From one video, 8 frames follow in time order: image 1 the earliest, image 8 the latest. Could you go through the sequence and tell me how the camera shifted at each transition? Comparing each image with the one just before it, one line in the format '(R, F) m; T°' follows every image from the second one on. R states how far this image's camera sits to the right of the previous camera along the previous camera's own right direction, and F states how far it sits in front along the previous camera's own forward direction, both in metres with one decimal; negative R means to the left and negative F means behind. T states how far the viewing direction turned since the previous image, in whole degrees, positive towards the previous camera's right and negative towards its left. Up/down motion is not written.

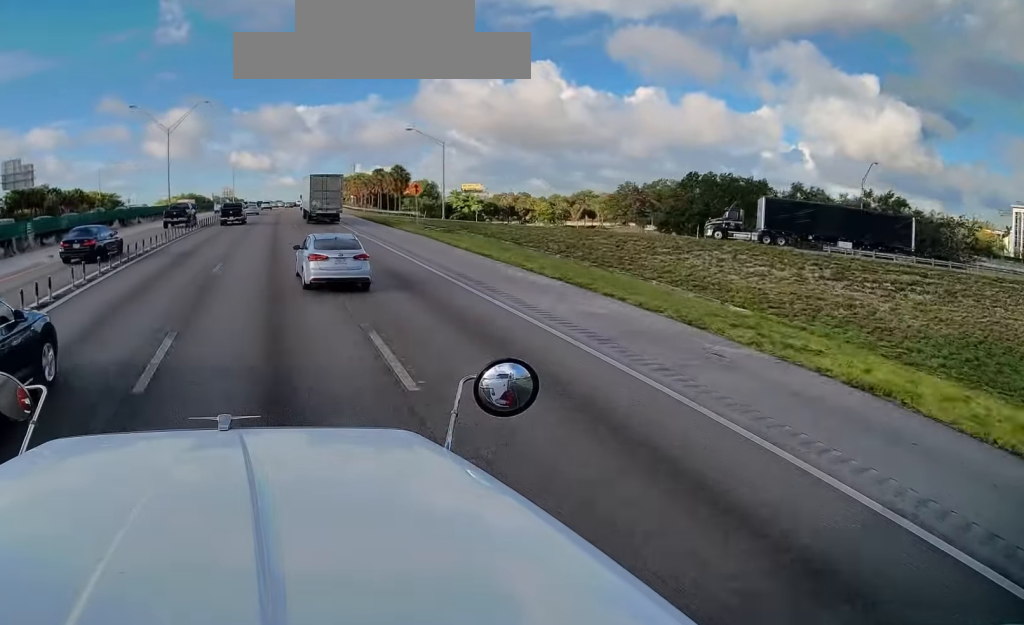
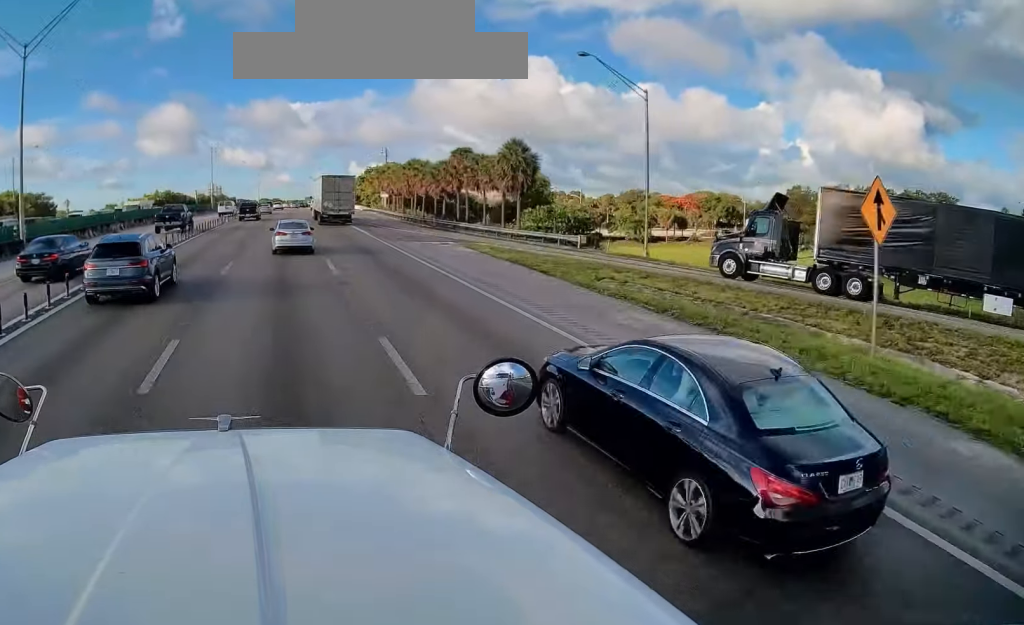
(+0.5, +48.4) m; +1°
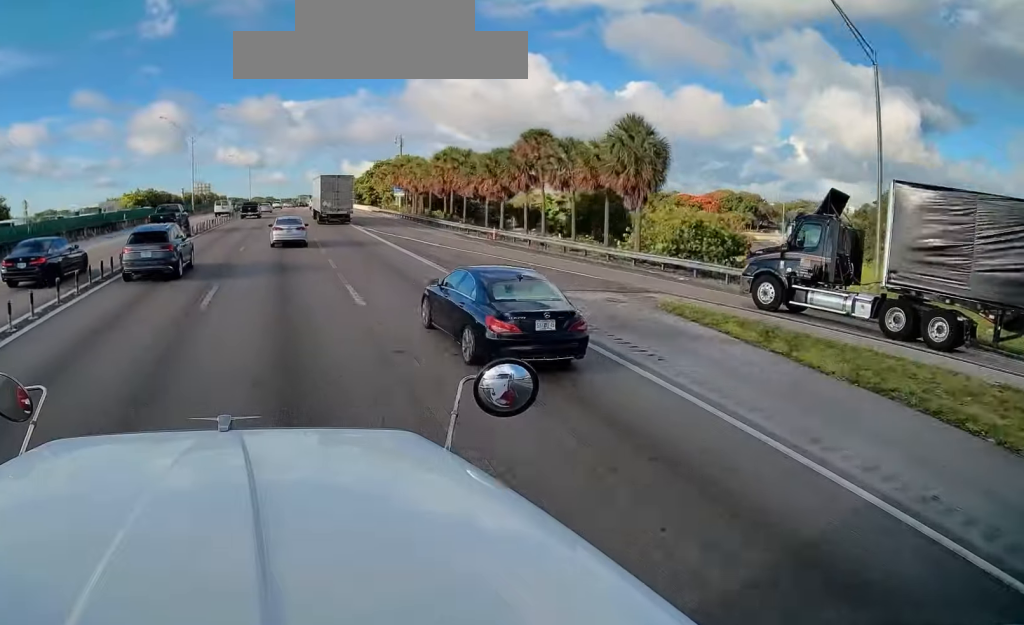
(-0.3, +18.2) m; 0°
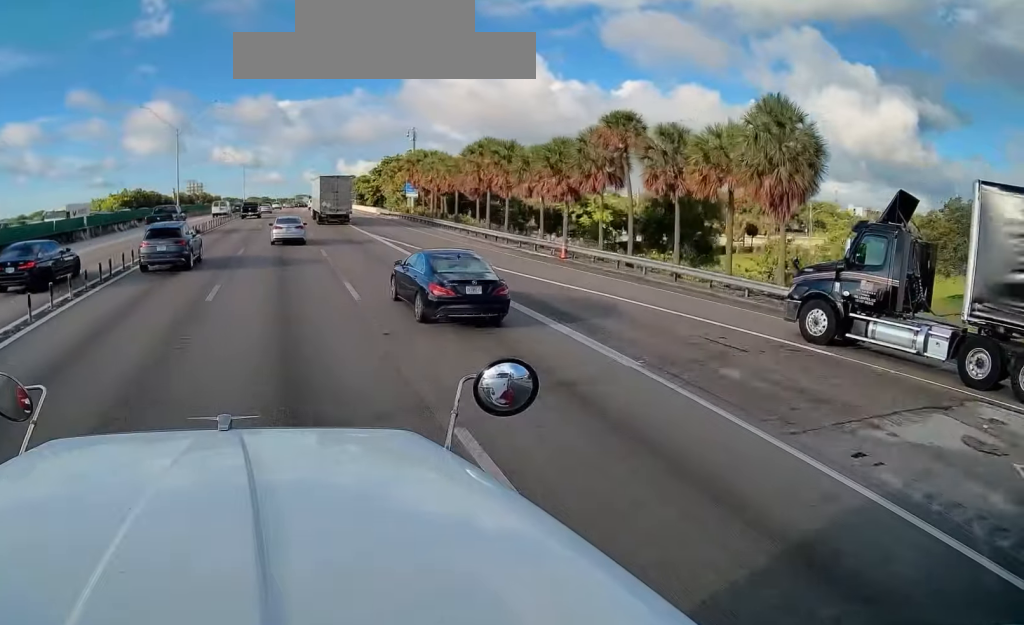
(+0.2, +11.0) m; +1°
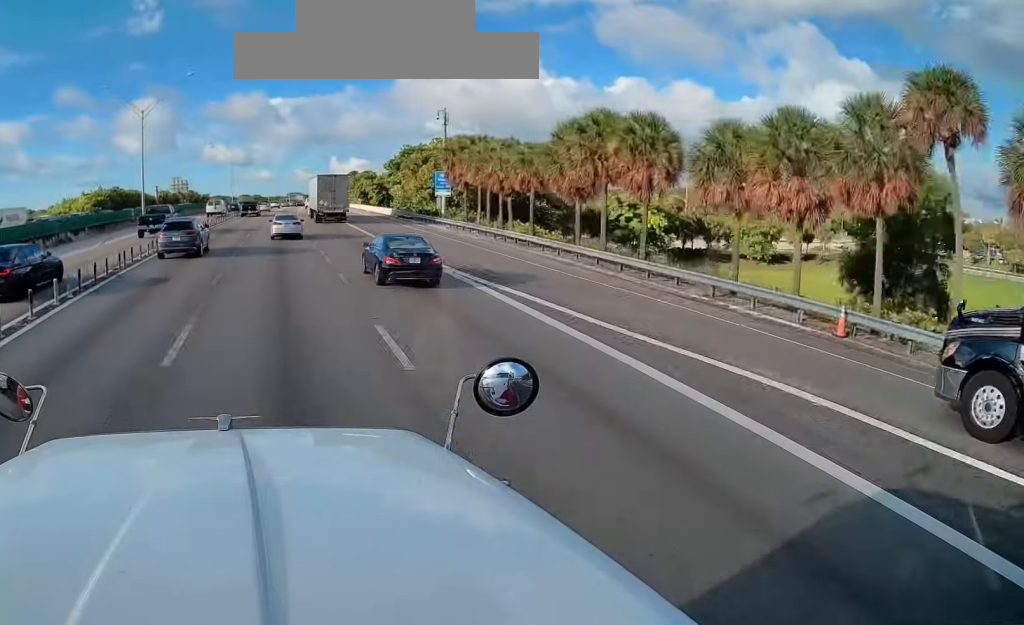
(+0.3, +18.1) m; +1°
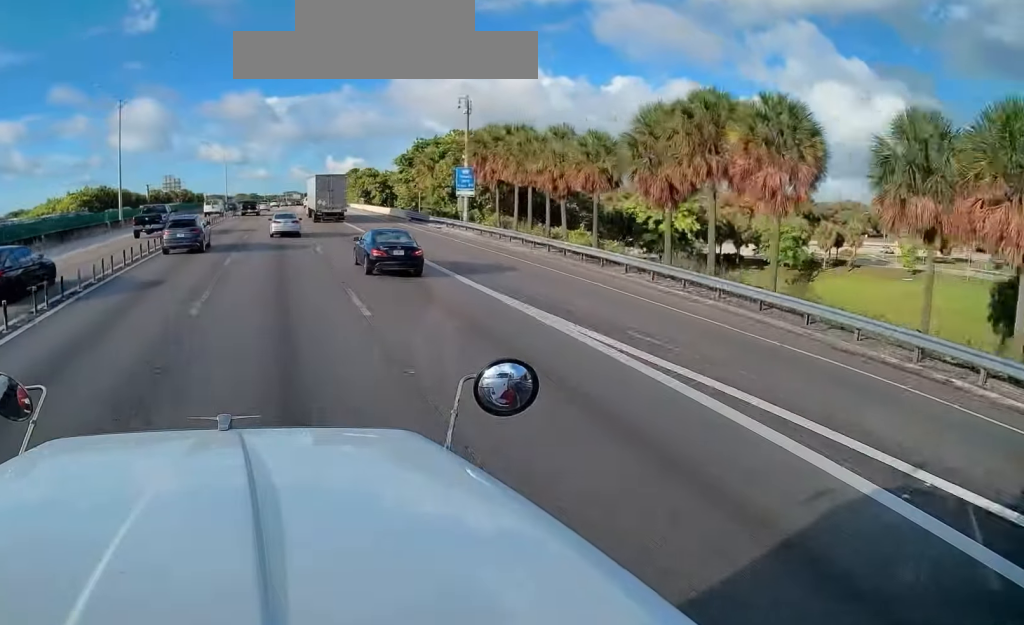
(+0.1, +8.4) m; 0°
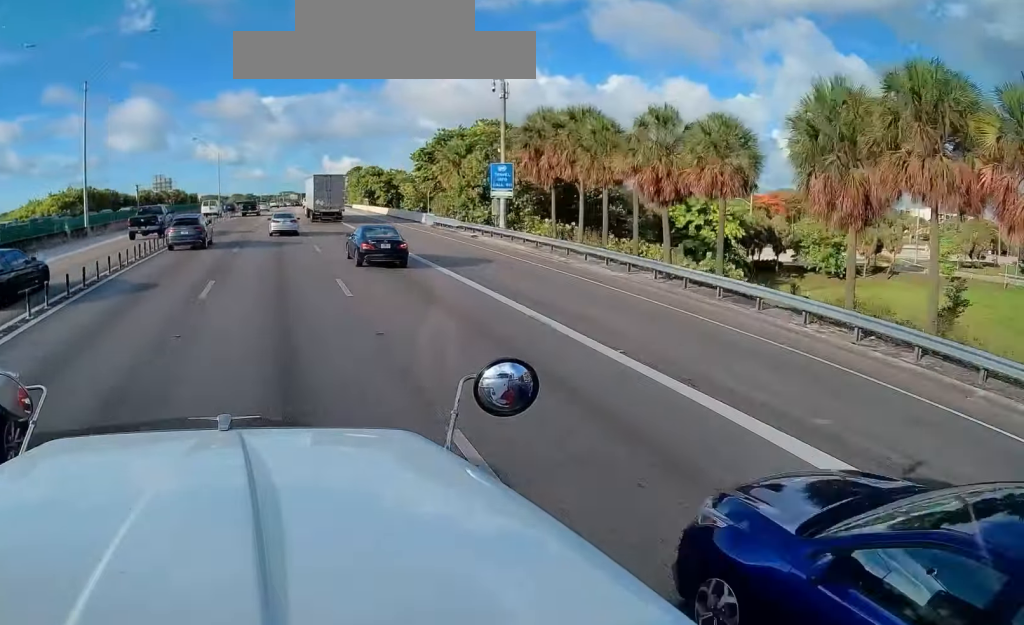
(0.0, +9.8) m; 0°
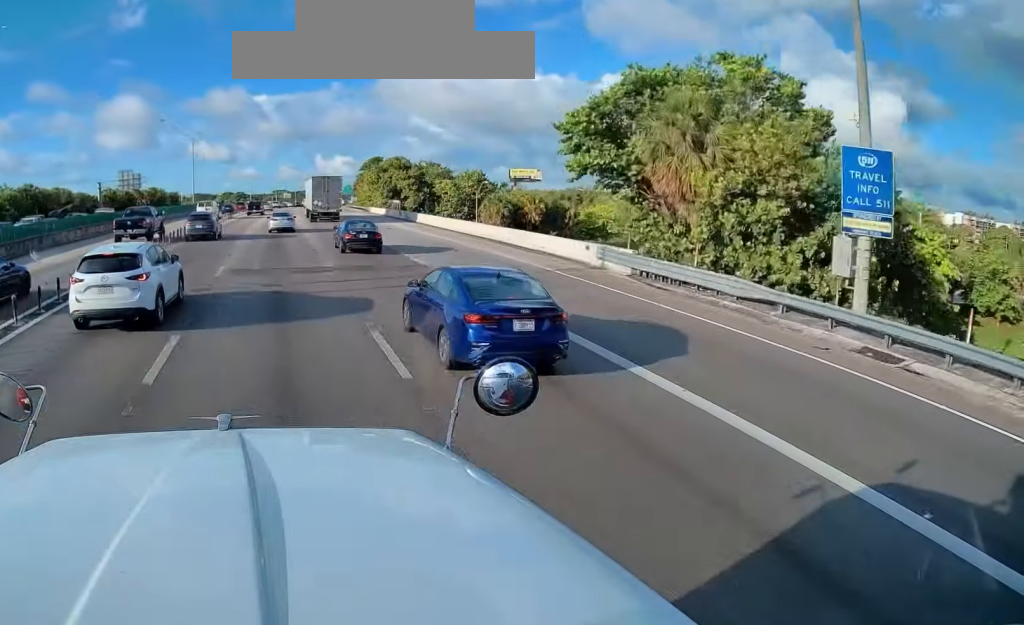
(0.0, +31.5) m; 0°
